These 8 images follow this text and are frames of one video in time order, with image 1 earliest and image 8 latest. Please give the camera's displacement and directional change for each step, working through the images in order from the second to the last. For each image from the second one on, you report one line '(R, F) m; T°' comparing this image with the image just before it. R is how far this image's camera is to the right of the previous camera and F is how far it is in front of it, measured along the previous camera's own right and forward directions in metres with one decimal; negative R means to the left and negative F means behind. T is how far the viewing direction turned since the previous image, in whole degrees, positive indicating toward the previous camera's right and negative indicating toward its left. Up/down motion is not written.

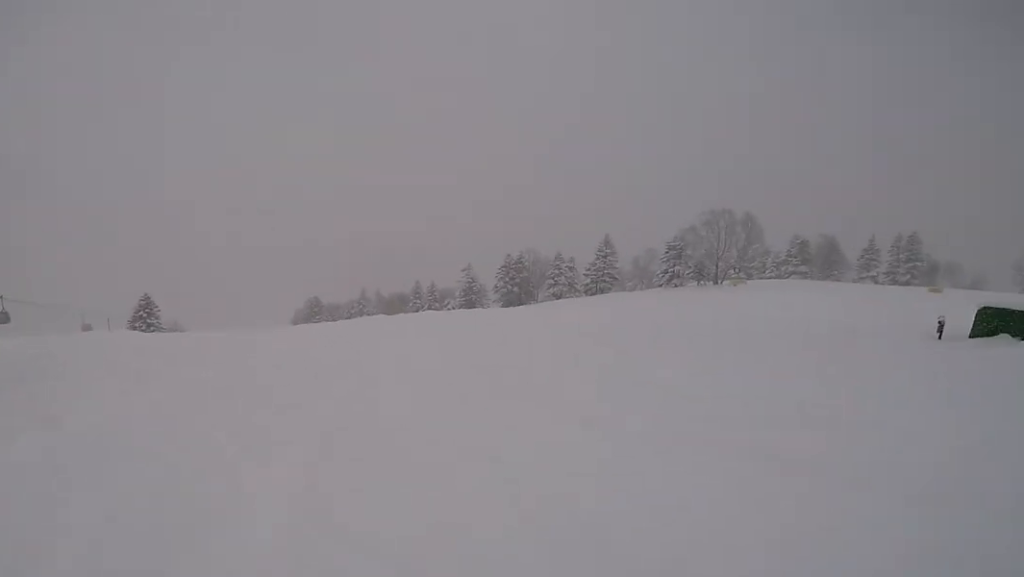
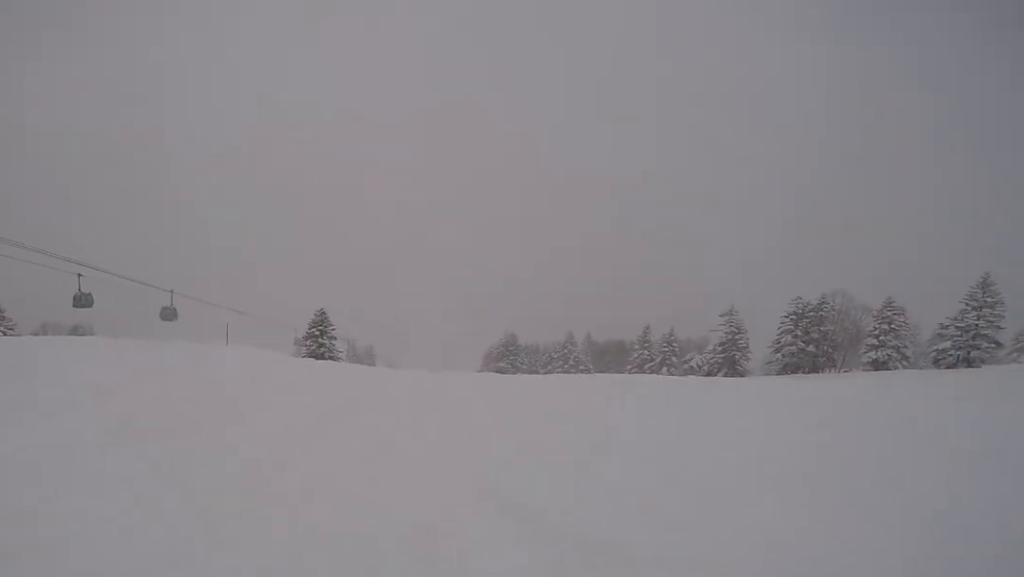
(0.0, +14.4) m; -11°
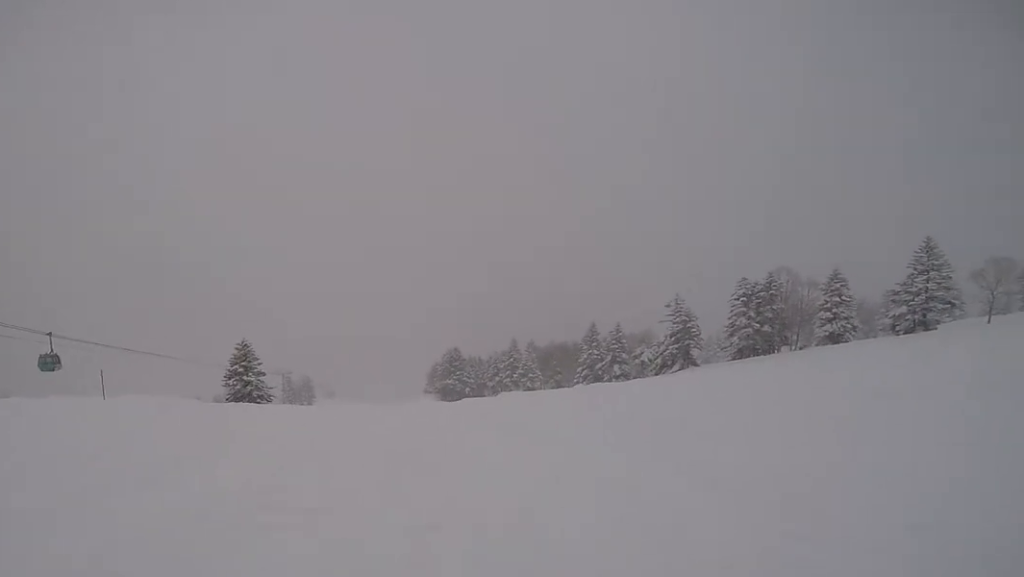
(-0.6, +5.3) m; -4°
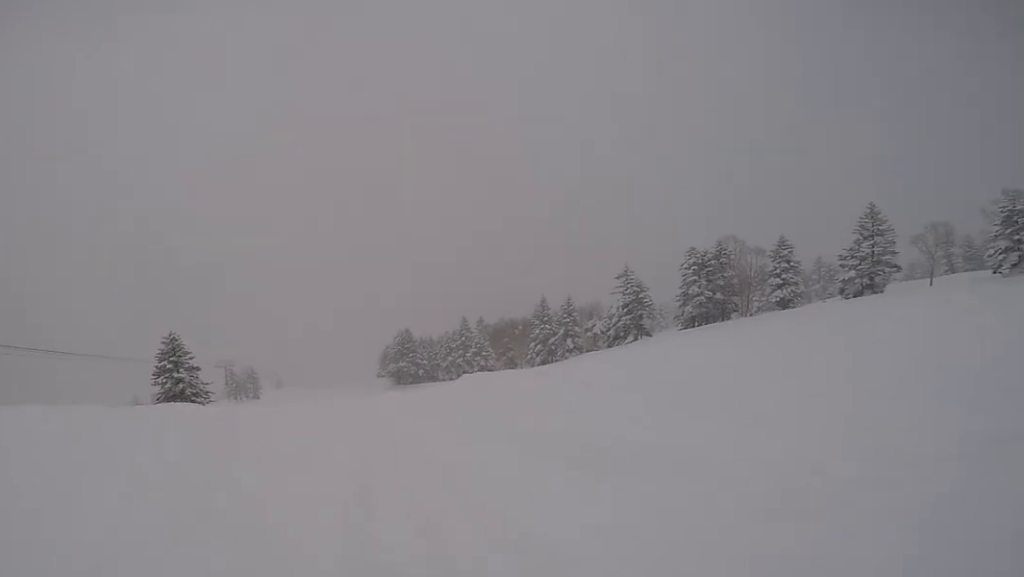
(-0.3, +3.1) m; -2°
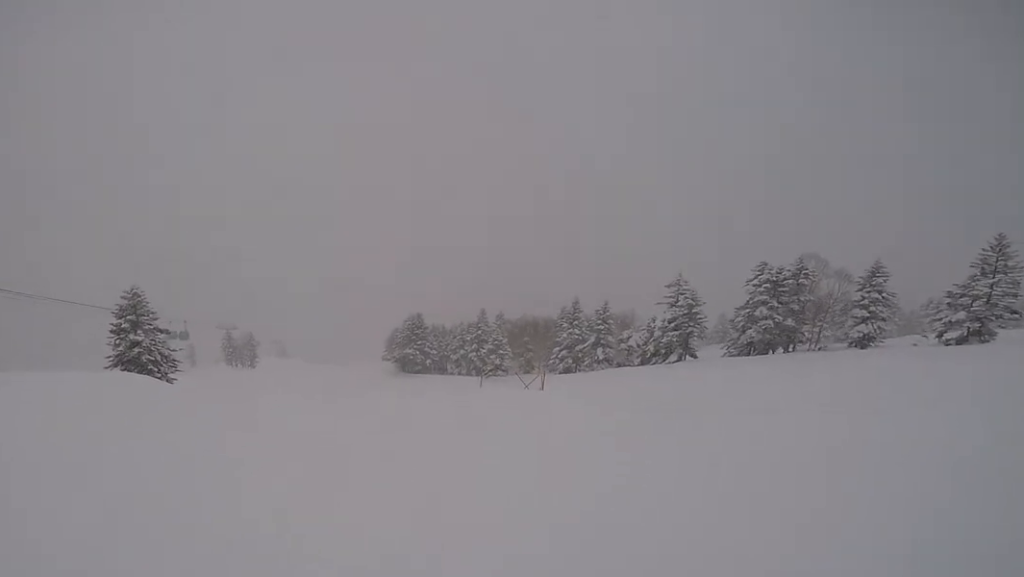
(+0.3, +7.3) m; +13°
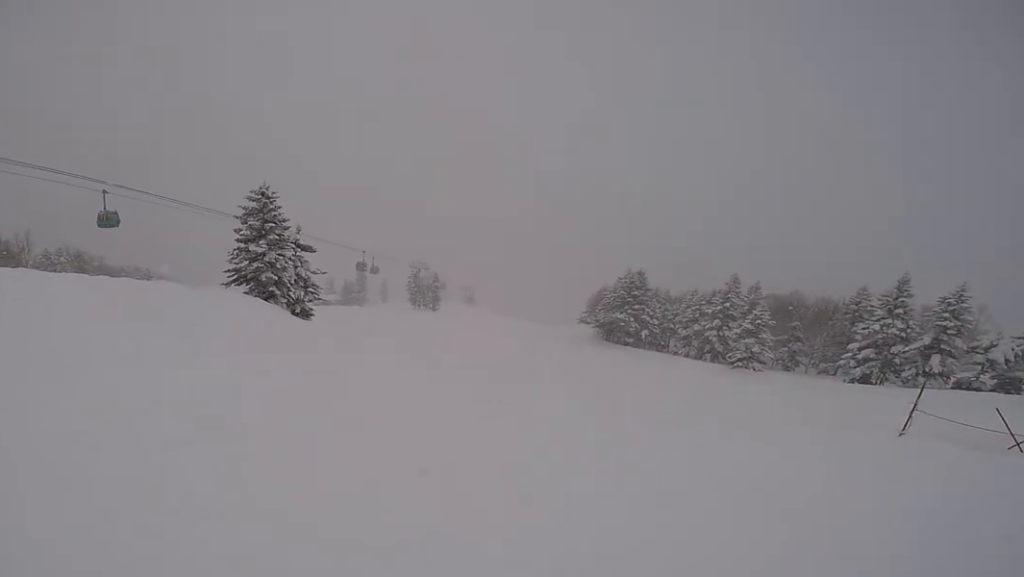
(-0.3, +12.6) m; -19°
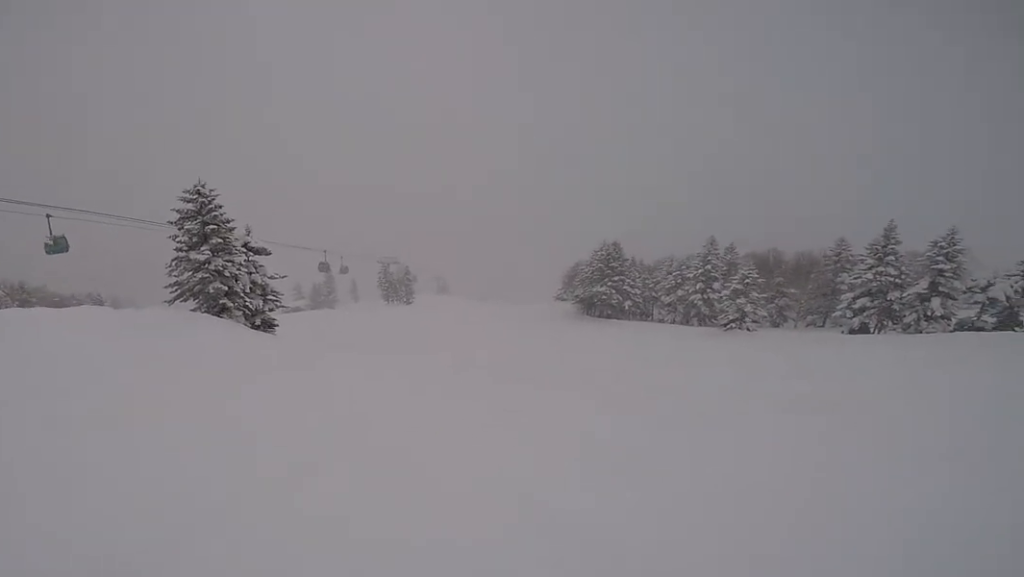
(-0.1, +3.3) m; -8°
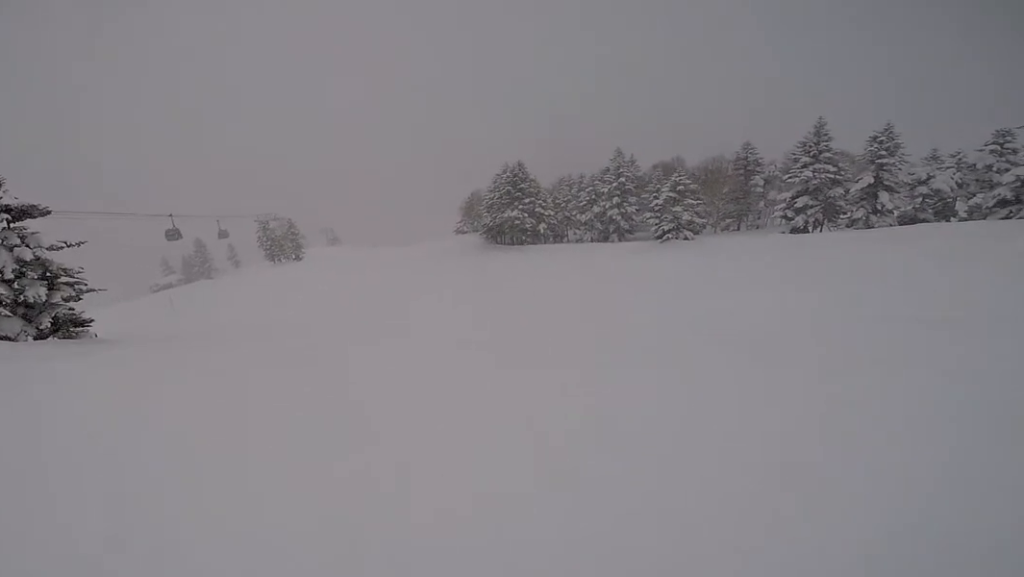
(-0.8, +8.7) m; +10°
